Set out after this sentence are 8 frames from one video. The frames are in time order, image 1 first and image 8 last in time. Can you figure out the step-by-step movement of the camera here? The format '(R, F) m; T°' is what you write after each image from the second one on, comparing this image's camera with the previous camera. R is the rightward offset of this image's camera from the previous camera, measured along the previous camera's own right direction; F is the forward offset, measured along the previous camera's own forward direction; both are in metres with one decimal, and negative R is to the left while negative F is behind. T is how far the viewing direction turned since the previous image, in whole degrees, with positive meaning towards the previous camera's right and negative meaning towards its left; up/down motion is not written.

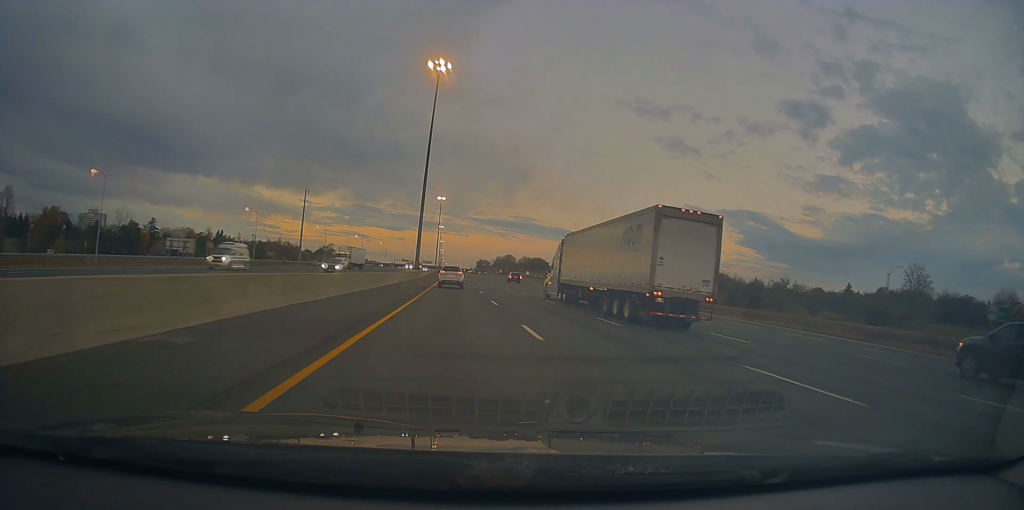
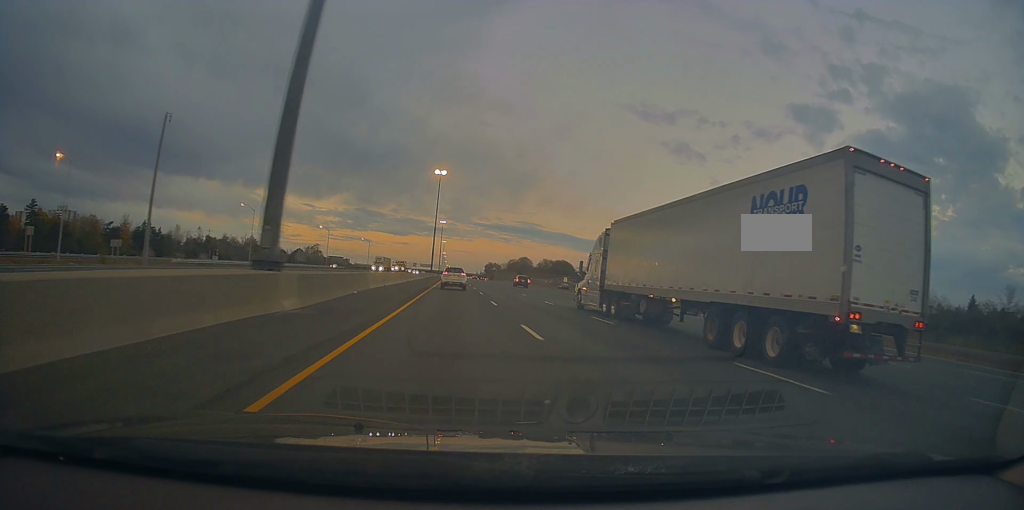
(-2.0, +72.7) m; -1°
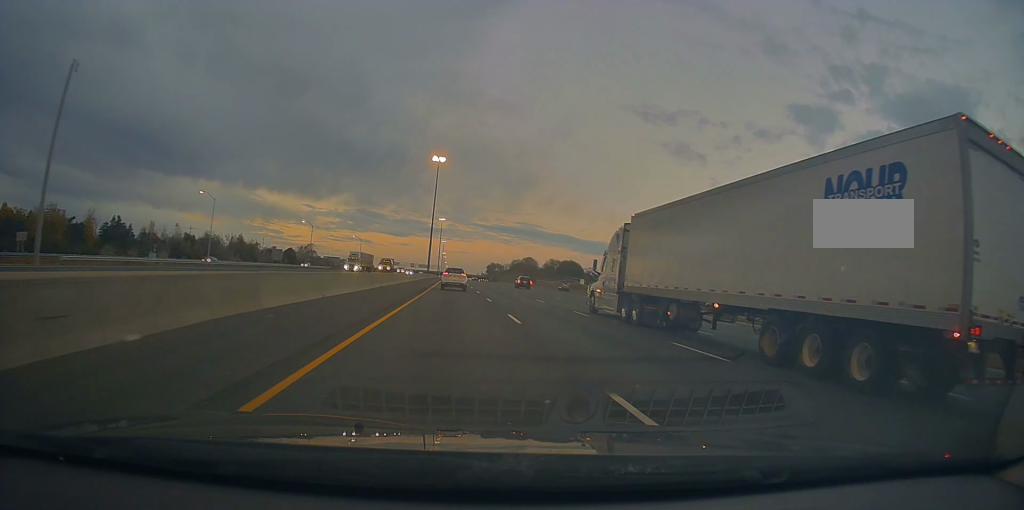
(+0.4, +21.0) m; +1°
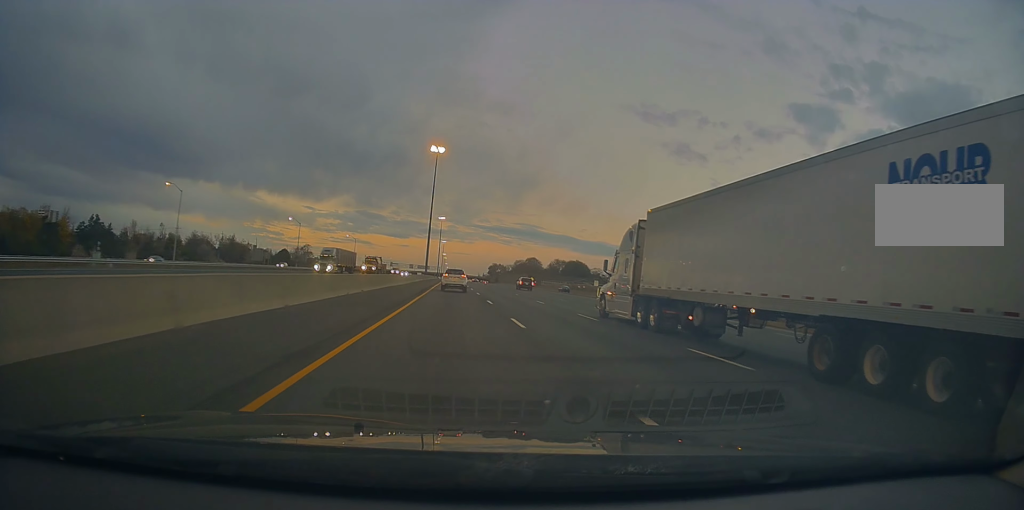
(+0.4, +13.3) m; 0°
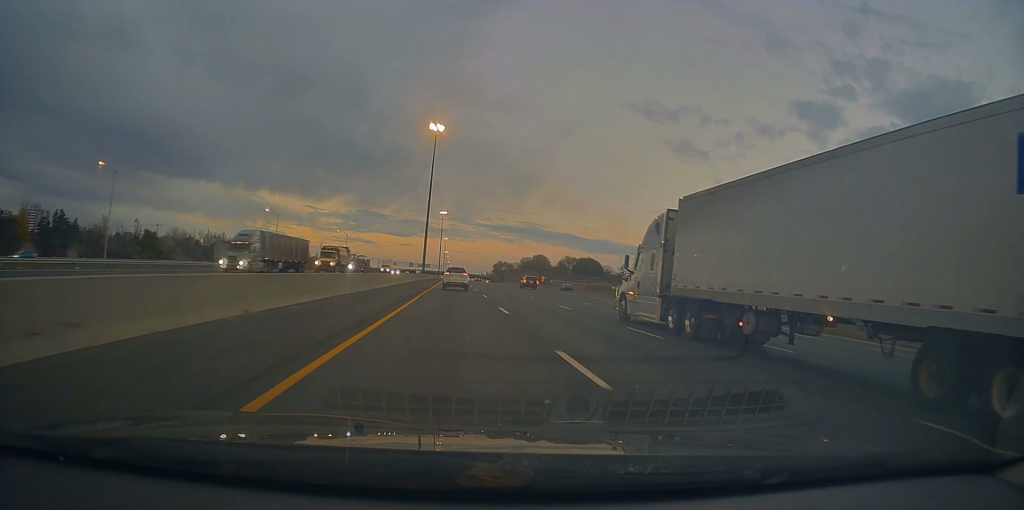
(-0.2, +19.9) m; -1°
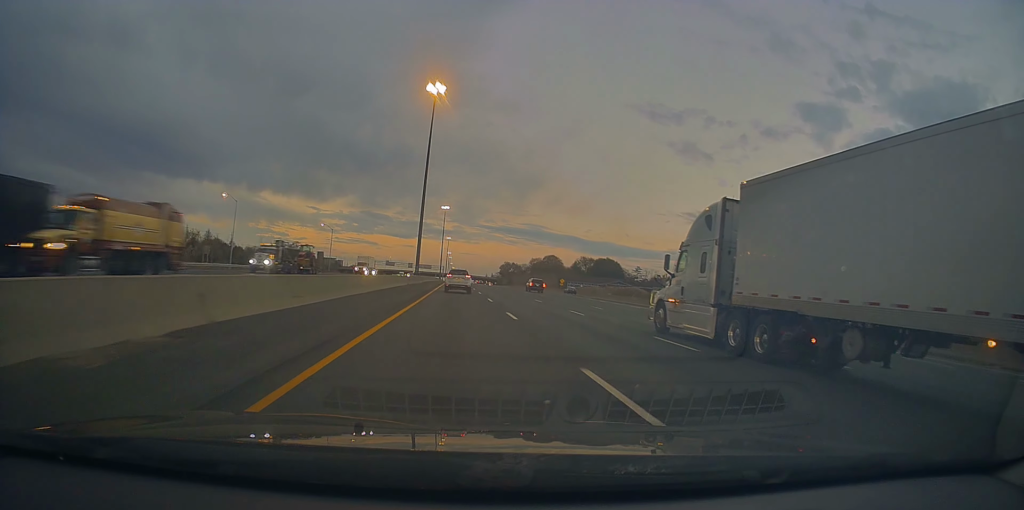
(-0.5, +26.5) m; -1°
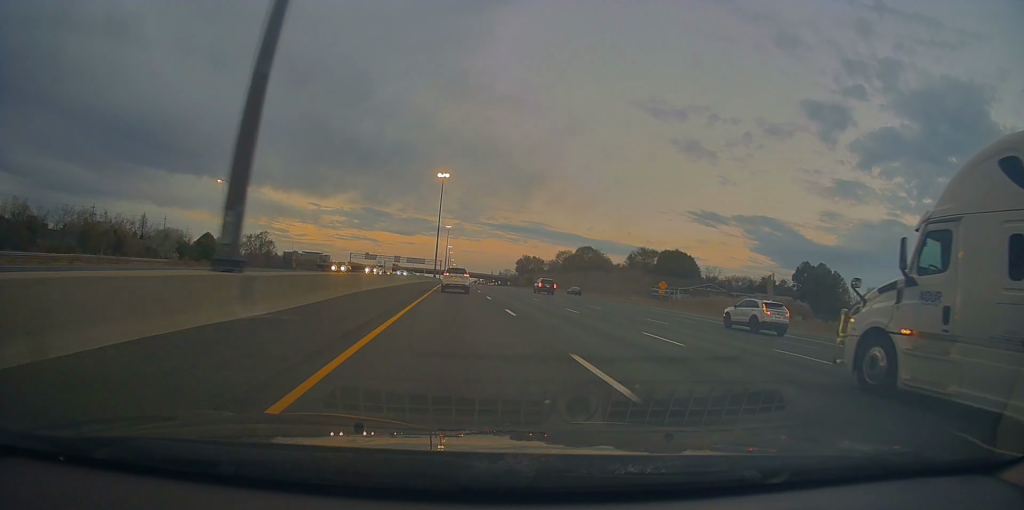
(0.0, +72.3) m; +1°
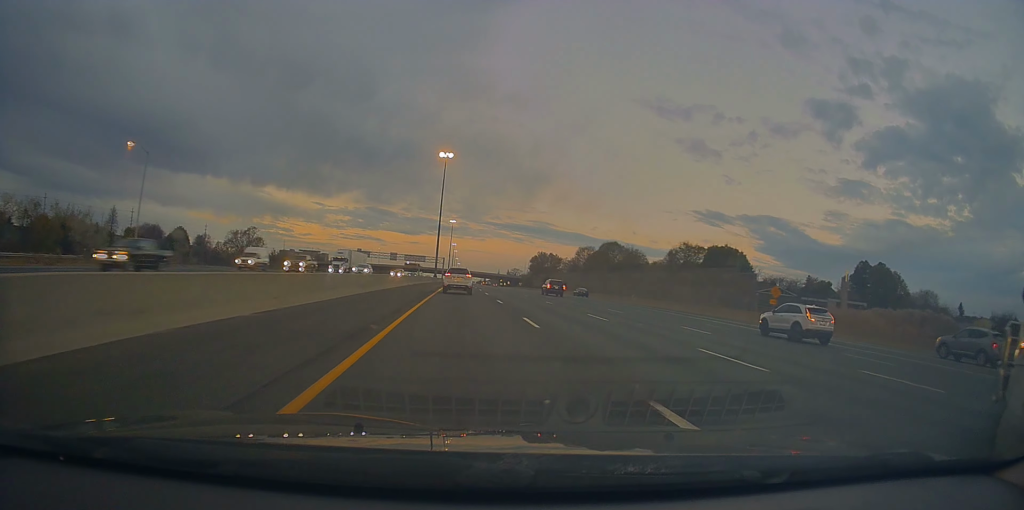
(+0.2, +28.3) m; 0°
